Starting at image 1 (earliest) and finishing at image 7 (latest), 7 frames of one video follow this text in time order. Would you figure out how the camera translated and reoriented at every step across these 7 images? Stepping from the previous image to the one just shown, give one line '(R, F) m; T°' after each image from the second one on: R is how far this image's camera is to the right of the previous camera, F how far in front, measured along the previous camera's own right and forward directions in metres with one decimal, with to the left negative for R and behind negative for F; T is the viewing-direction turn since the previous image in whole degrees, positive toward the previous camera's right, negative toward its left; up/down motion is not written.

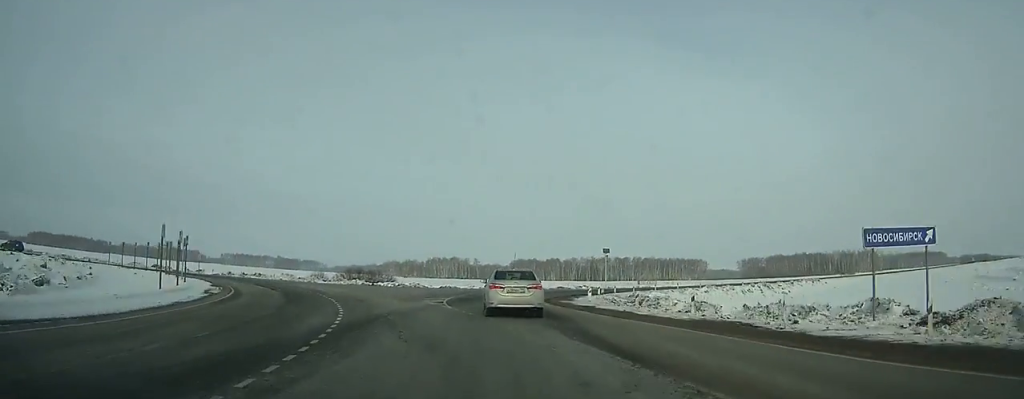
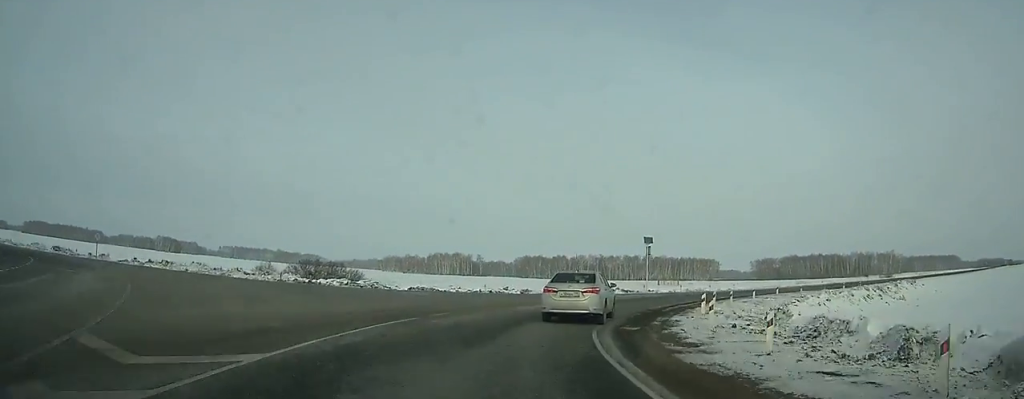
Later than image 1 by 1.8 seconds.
(-2.6, +21.5) m; +2°
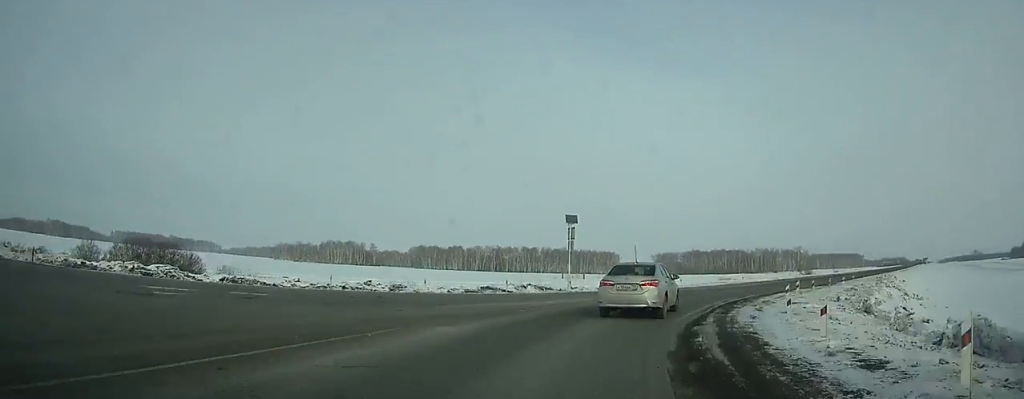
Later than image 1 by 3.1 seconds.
(+2.3, +16.0) m; +10°
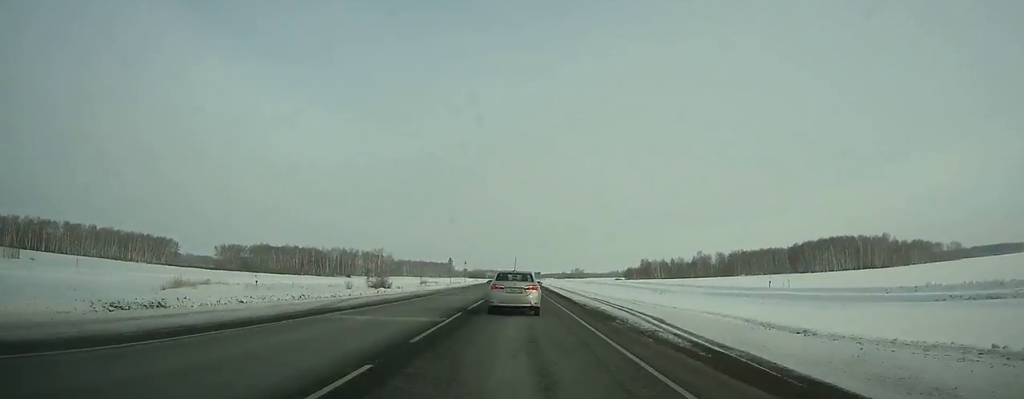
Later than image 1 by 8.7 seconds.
(+24.0, +69.9) m; +27°
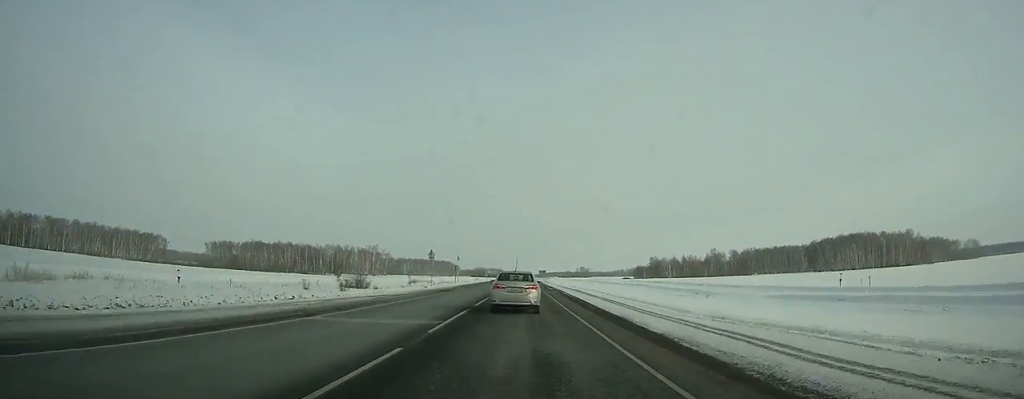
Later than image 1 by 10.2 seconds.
(+0.3, +22.4) m; 0°
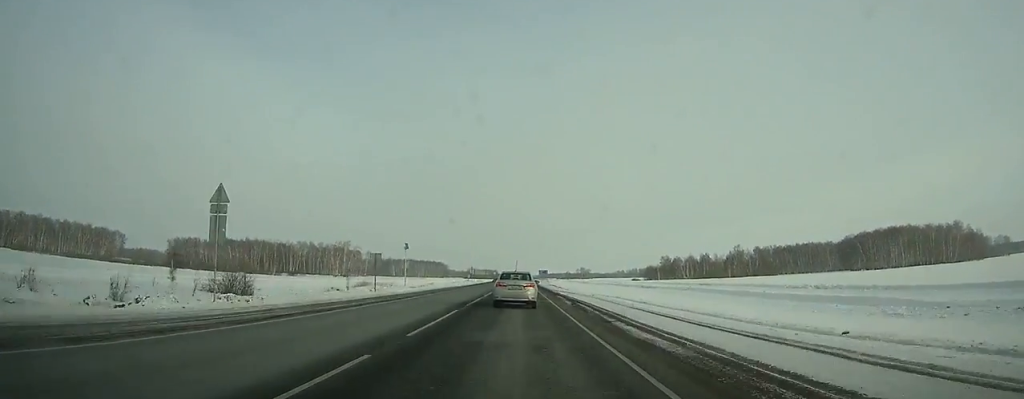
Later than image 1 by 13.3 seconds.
(0.0, +51.0) m; 0°
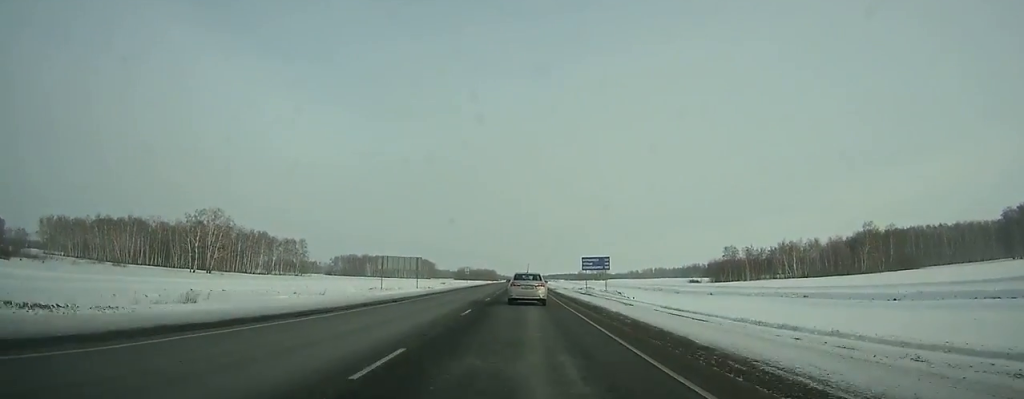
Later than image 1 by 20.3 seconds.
(-0.2, +134.3) m; 0°
